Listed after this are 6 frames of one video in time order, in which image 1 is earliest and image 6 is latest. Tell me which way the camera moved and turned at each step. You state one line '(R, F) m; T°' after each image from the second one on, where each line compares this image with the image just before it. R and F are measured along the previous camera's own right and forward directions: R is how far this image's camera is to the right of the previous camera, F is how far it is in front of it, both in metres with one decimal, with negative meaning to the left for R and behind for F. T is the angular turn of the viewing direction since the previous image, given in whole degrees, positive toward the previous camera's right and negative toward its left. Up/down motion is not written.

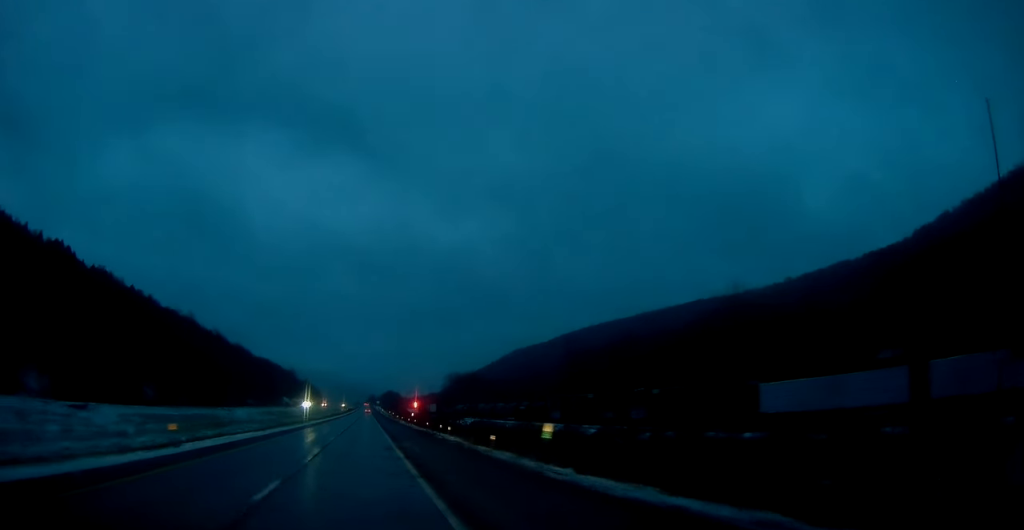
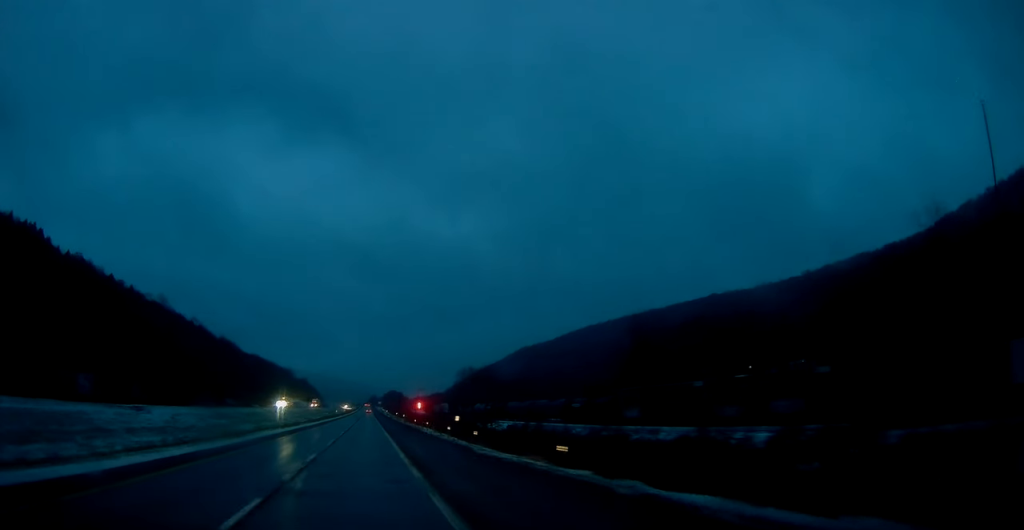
(-0.2, +39.1) m; 0°
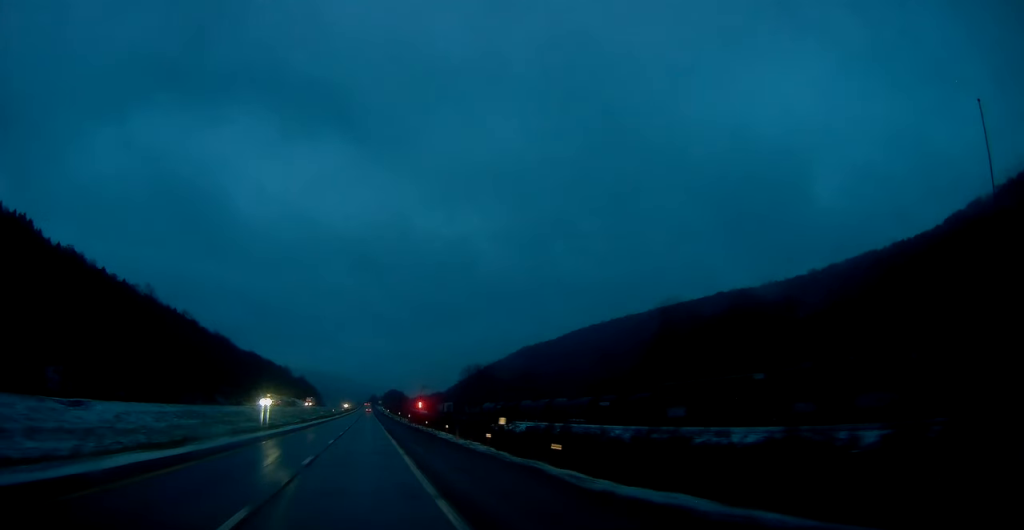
(0.0, +13.6) m; 0°
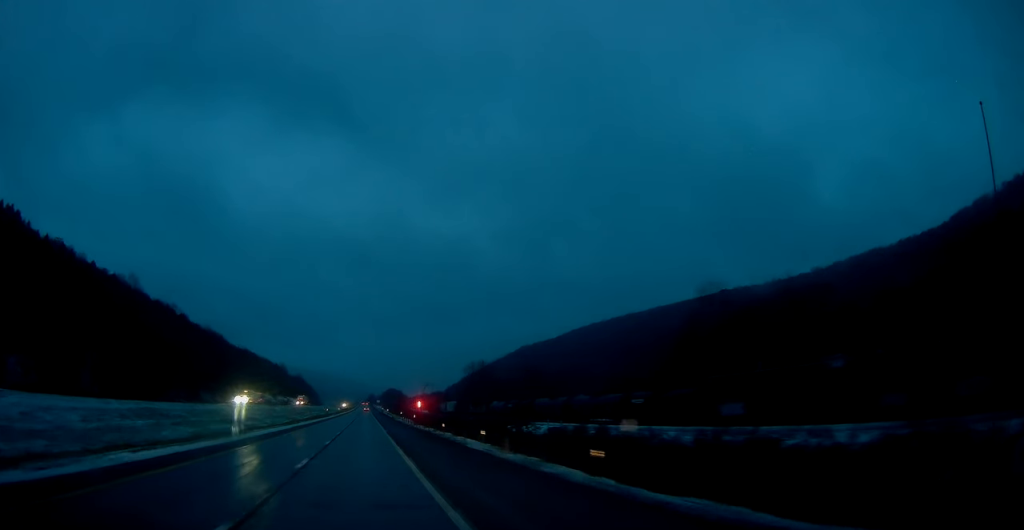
(0.0, +13.6) m; 0°
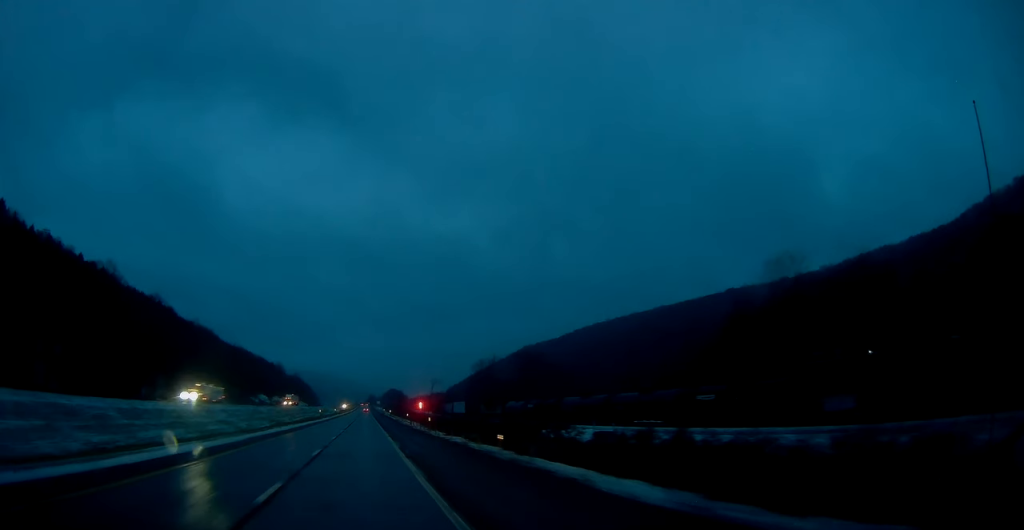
(0.0, +18.4) m; 0°
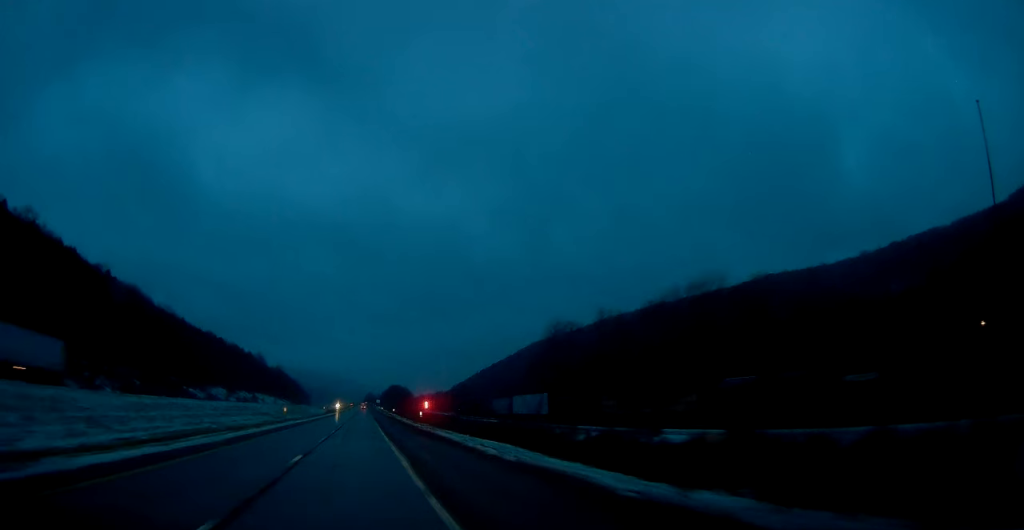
(+0.5, +90.3) m; 0°
